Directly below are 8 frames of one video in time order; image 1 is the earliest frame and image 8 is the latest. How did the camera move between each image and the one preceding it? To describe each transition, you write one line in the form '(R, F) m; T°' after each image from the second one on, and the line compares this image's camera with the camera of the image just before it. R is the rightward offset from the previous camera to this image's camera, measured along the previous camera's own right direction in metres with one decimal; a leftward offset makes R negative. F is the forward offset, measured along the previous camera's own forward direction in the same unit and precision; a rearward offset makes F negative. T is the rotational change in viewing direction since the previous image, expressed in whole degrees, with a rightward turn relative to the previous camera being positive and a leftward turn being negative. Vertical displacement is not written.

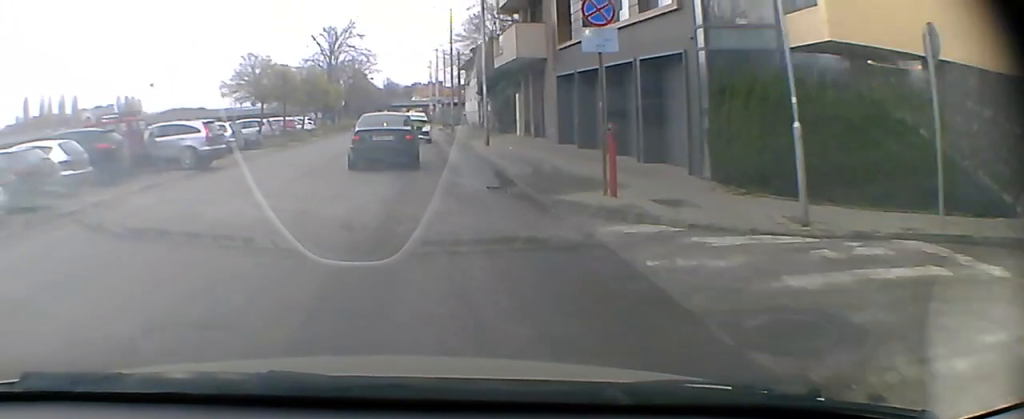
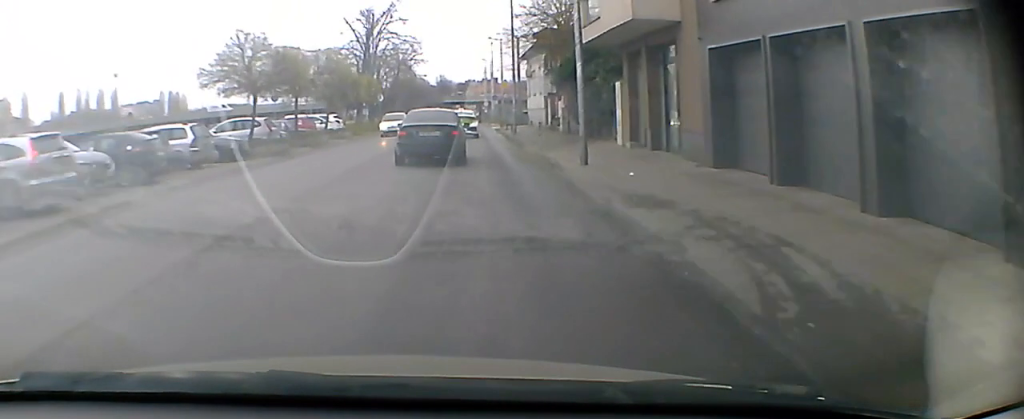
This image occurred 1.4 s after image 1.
(-0.2, +11.8) m; -2°
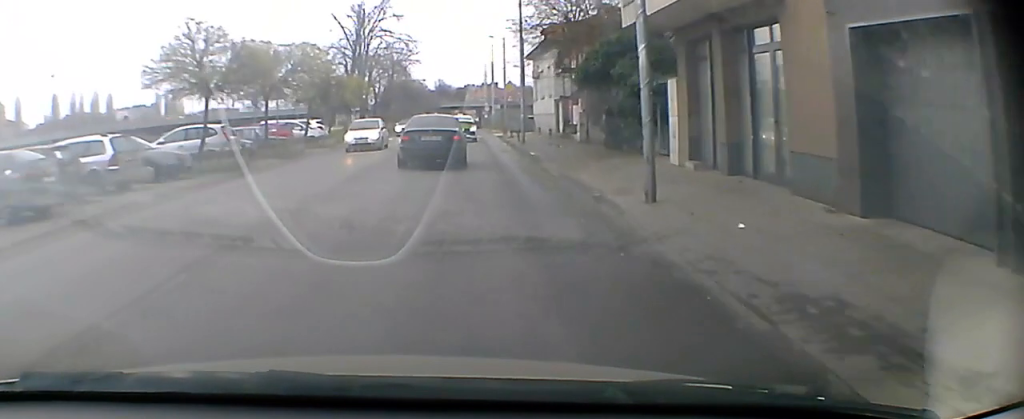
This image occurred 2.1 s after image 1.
(-0.1, +6.0) m; 0°
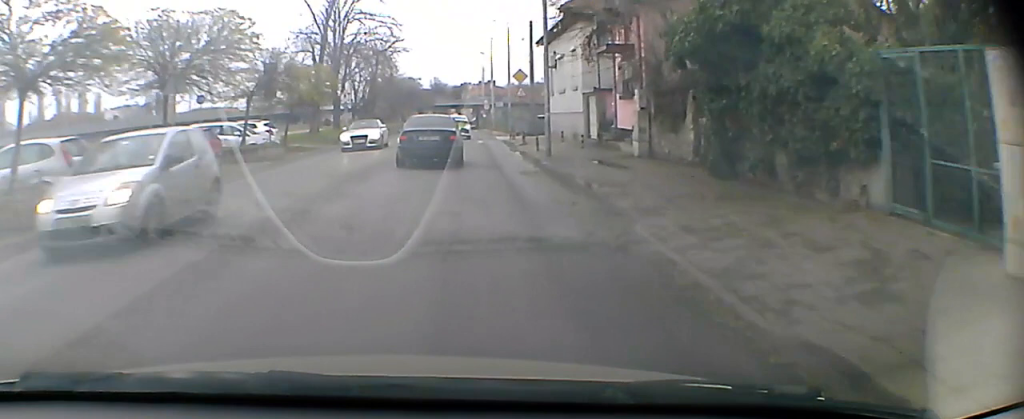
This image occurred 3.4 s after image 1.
(0.0, +11.4) m; 0°
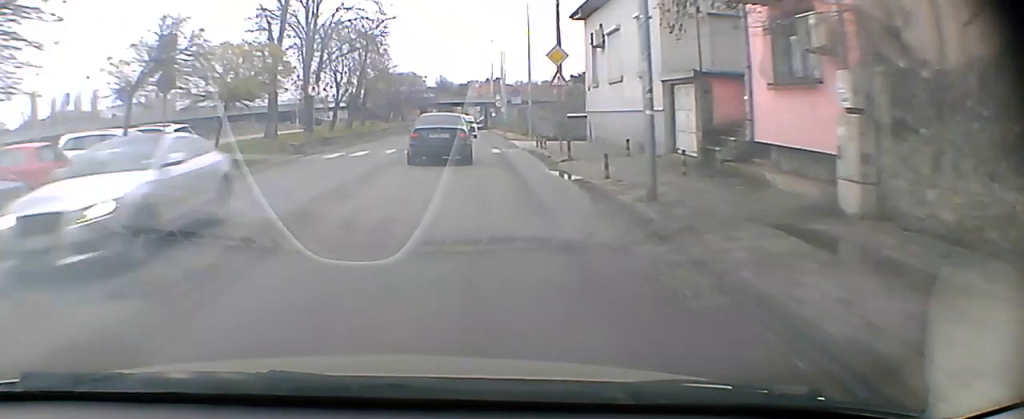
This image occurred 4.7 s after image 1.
(0.0, +11.9) m; 0°
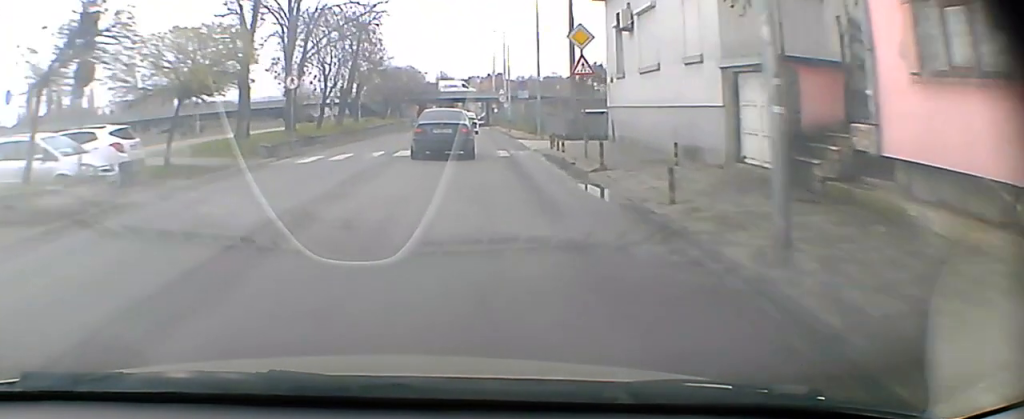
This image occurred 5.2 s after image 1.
(0.0, +4.6) m; 0°
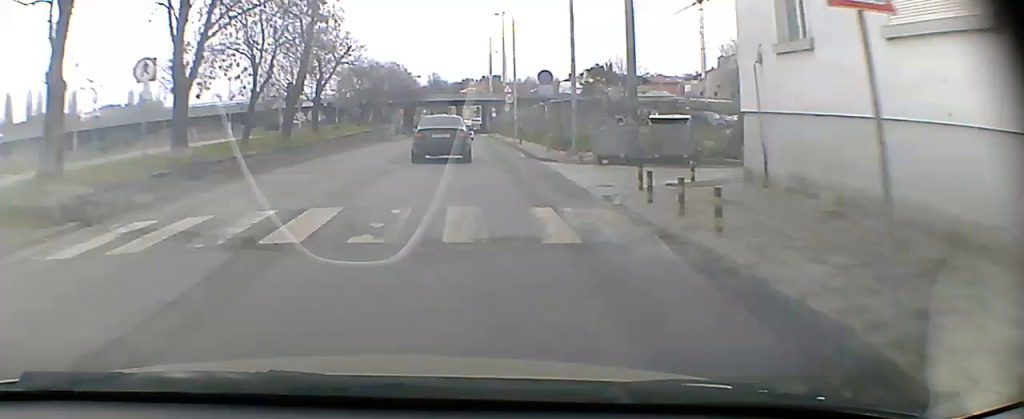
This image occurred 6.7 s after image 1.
(0.0, +14.3) m; +1°
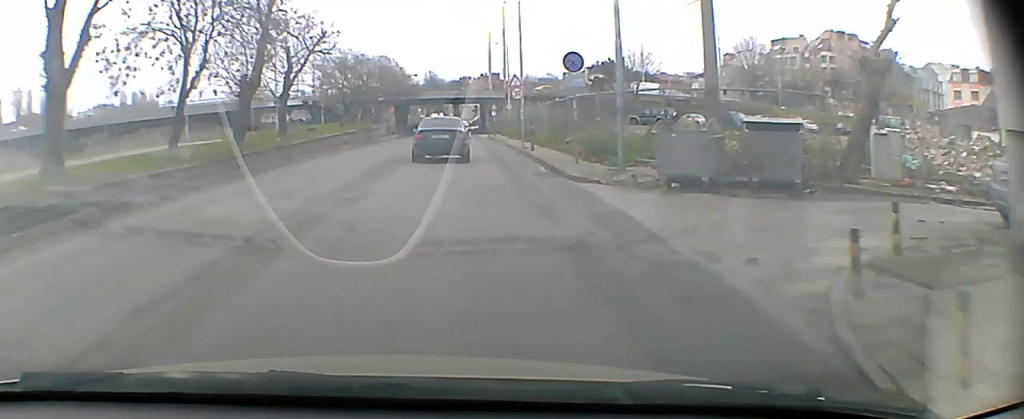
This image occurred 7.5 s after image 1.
(0.0, +7.8) m; 0°
